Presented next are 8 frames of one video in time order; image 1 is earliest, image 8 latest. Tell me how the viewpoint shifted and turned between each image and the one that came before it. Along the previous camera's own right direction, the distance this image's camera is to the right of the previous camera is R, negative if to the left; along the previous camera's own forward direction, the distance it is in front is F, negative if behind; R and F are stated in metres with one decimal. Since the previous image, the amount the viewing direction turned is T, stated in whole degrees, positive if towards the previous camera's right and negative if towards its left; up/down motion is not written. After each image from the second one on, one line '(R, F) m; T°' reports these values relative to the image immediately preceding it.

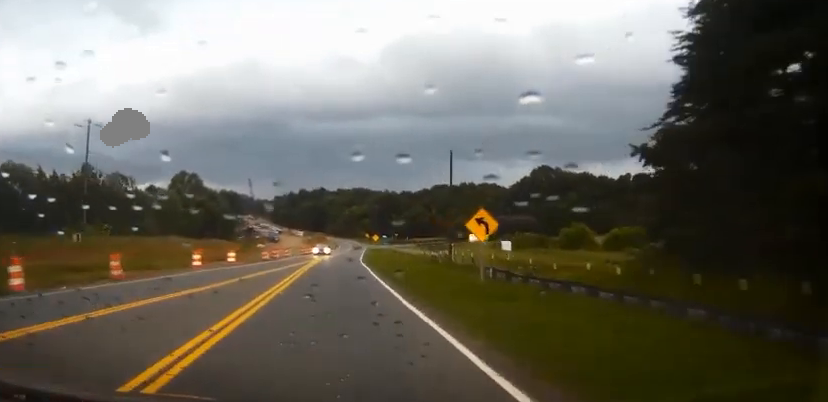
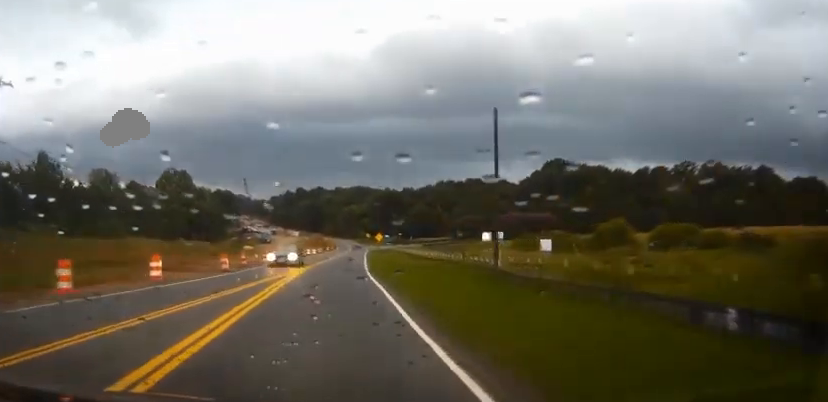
(0.0, +15.5) m; 0°
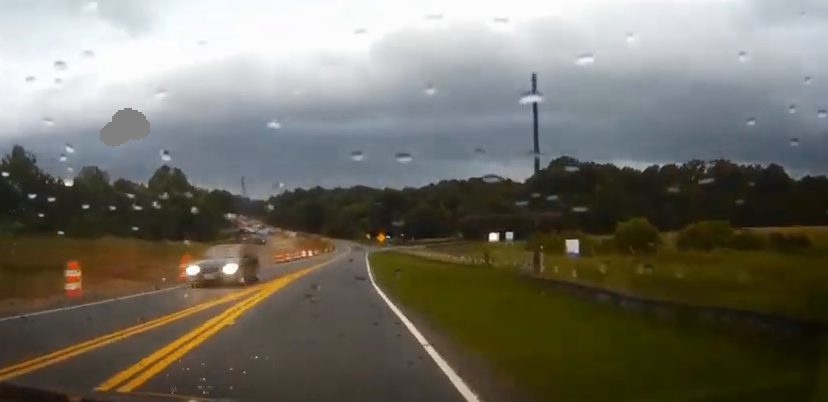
(0.0, +7.4) m; 0°
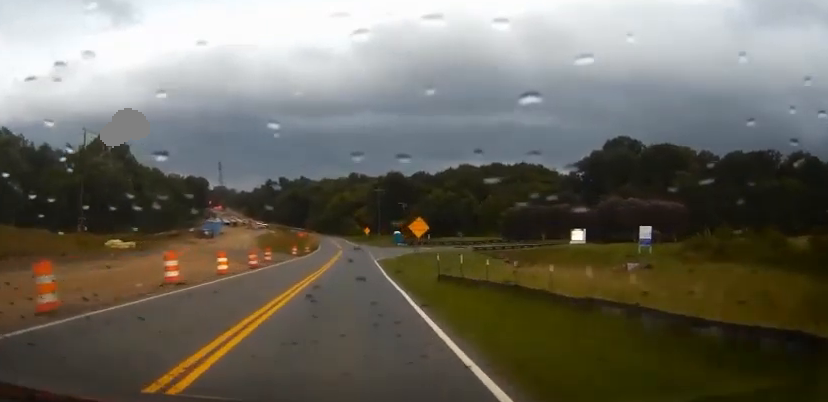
(-0.7, +51.9) m; 0°
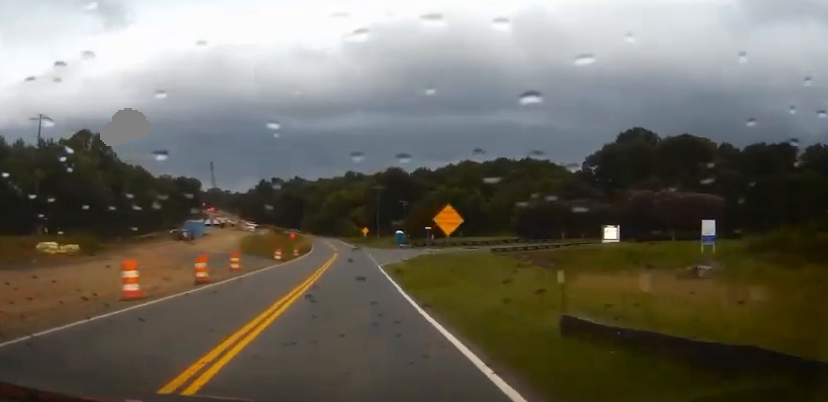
(0.0, +11.5) m; +1°
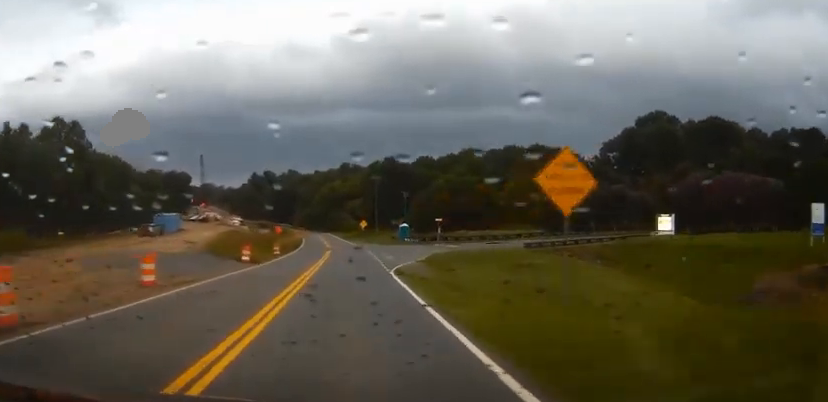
(+0.2, +13.6) m; +1°
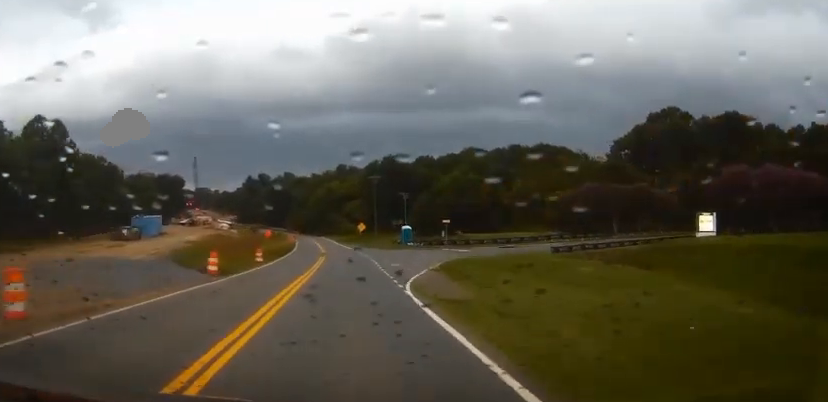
(0.0, +7.4) m; 0°
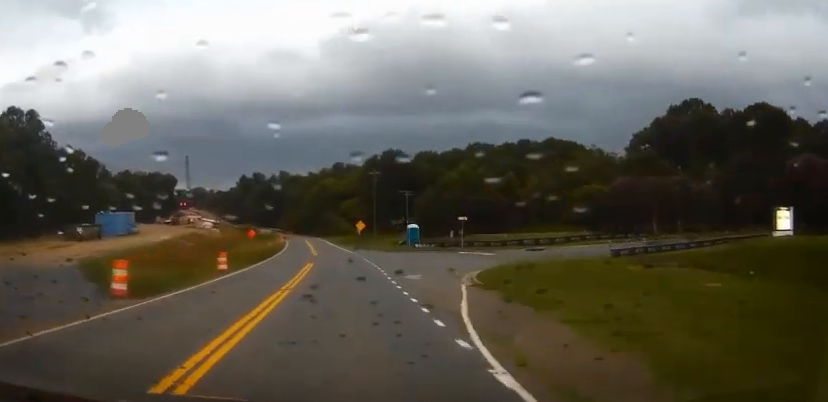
(0.0, +11.1) m; 0°
